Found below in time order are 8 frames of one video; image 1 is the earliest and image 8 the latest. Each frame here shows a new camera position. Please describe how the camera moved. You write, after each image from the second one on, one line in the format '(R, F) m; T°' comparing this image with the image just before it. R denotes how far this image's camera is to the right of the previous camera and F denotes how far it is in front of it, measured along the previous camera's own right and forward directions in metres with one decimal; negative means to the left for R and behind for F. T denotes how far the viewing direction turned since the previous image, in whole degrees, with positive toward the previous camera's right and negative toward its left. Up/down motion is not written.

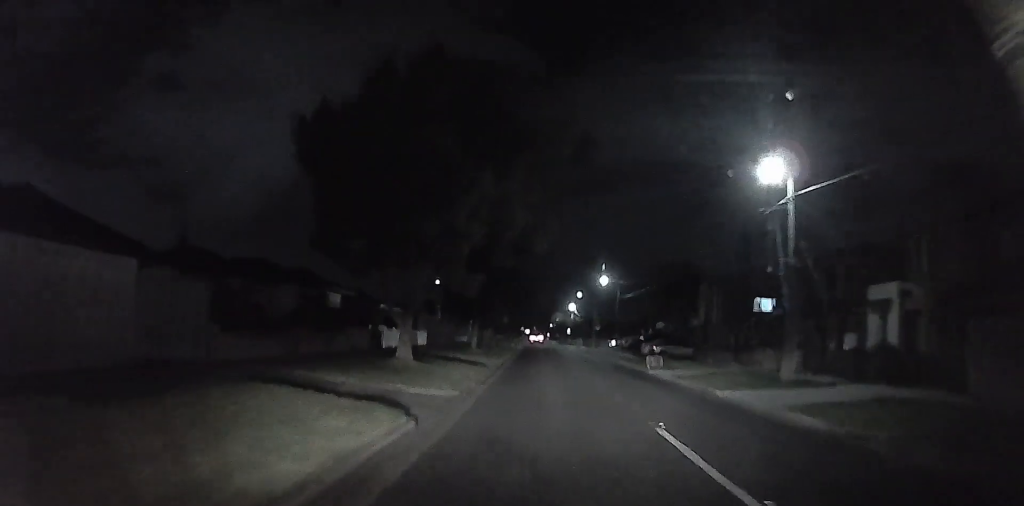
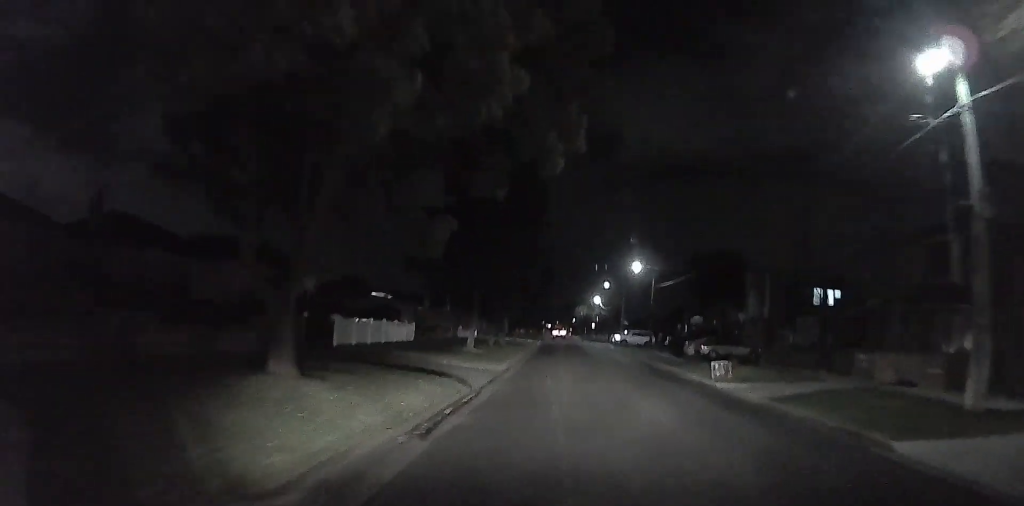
(-0.7, +11.9) m; -3°
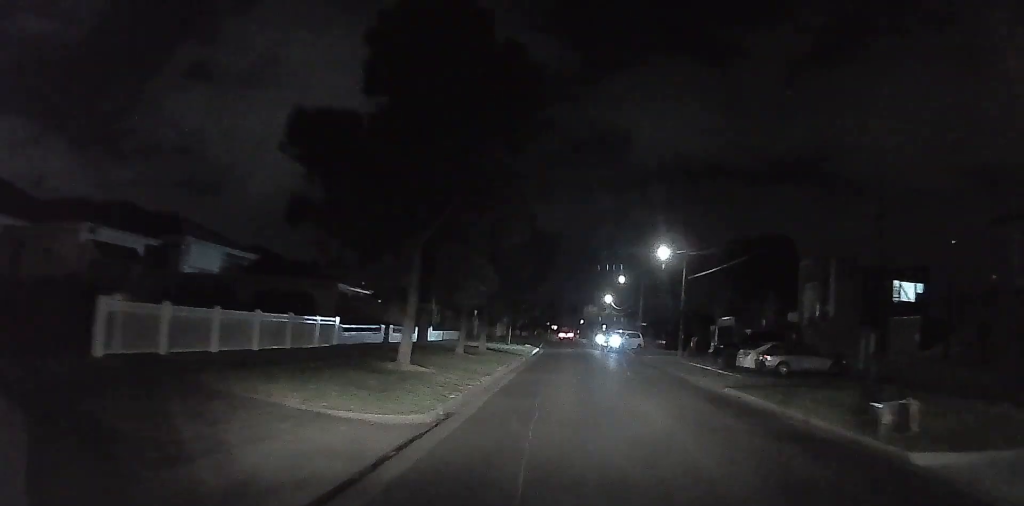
(+0.5, +14.1) m; +4°
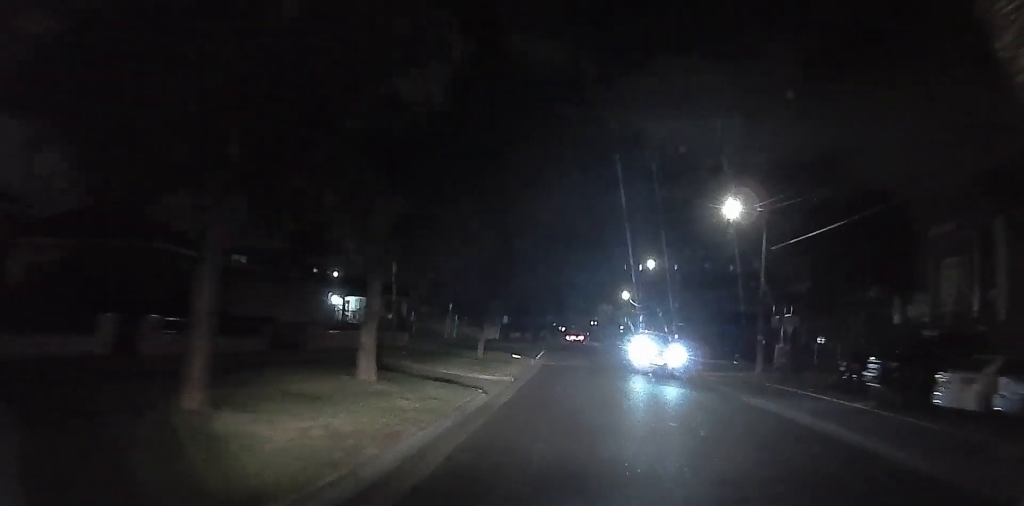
(-0.2, +17.2) m; -5°
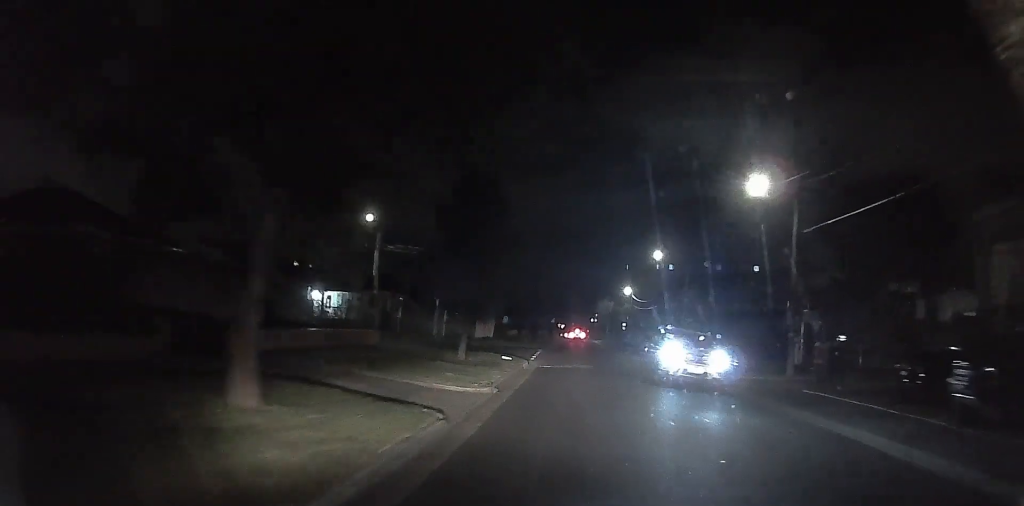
(-0.2, +3.7) m; +1°
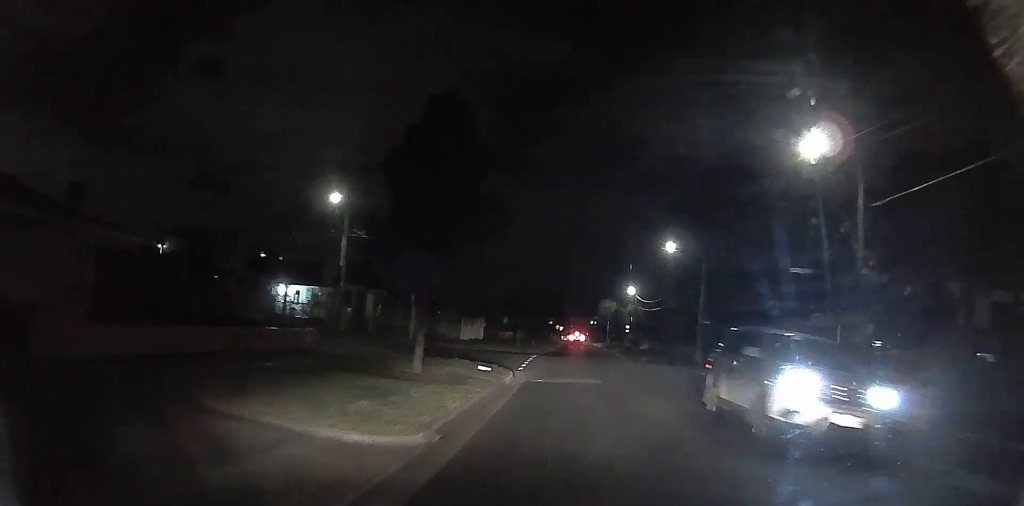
(-0.3, +5.3) m; +2°
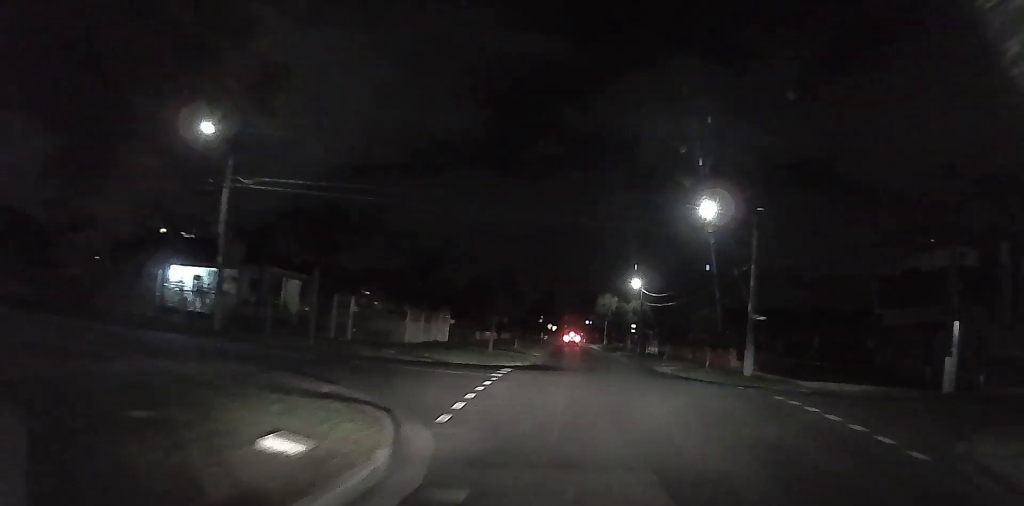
(+1.1, +11.9) m; +3°
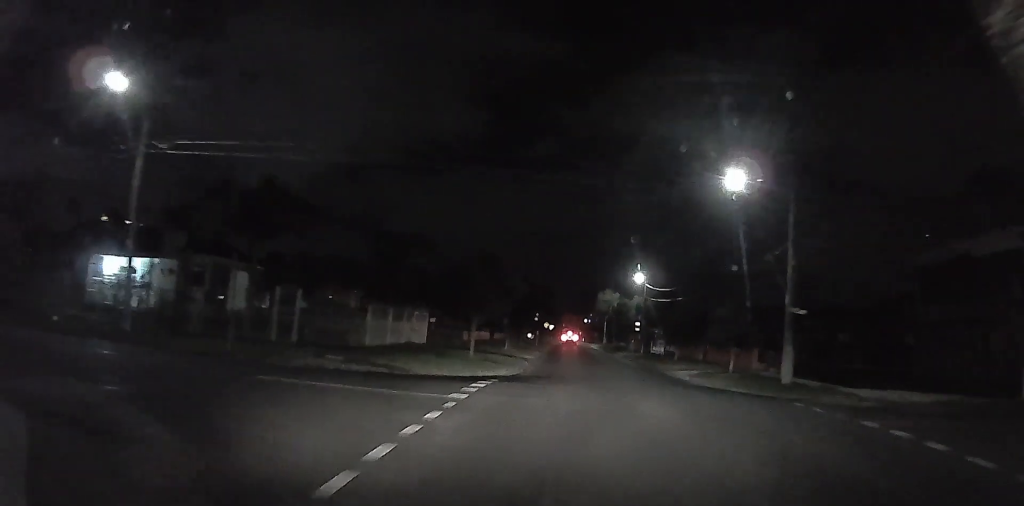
(0.0, +5.3) m; -3°
